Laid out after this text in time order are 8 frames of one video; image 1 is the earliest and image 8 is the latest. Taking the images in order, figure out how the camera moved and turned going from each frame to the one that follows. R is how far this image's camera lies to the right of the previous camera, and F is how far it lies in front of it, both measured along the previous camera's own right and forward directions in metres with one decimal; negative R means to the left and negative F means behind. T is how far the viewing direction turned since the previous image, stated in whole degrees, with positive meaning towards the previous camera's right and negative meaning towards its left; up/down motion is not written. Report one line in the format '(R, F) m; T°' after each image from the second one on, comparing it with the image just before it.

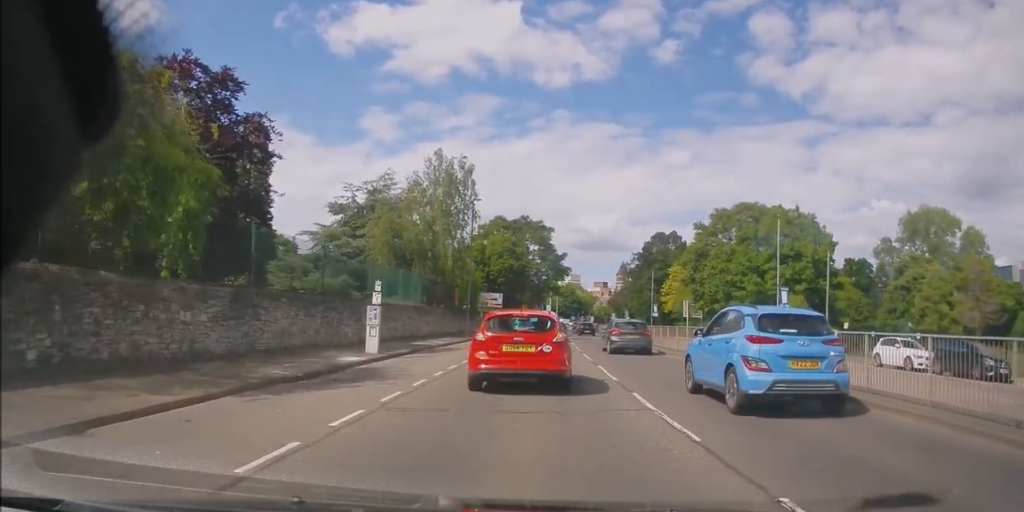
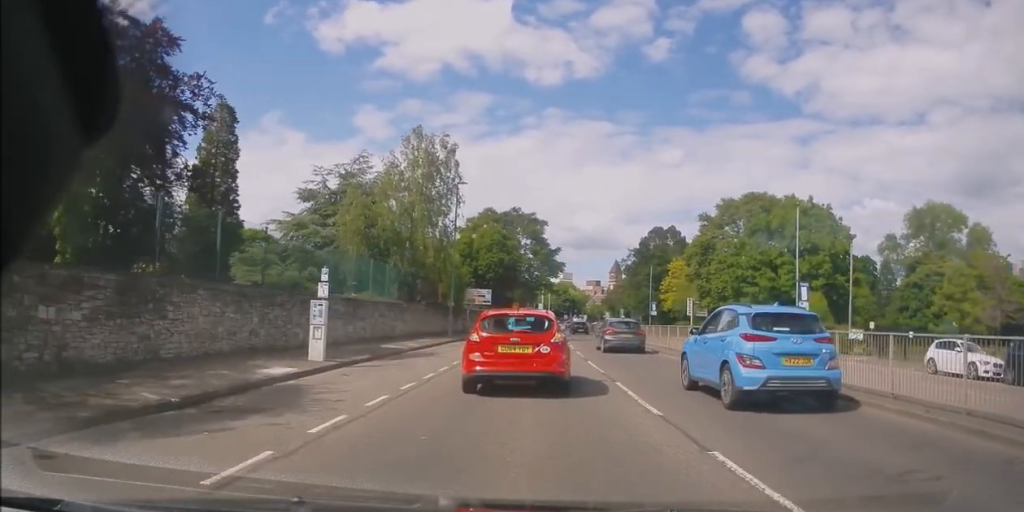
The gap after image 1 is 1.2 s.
(0.0, +5.2) m; 0°
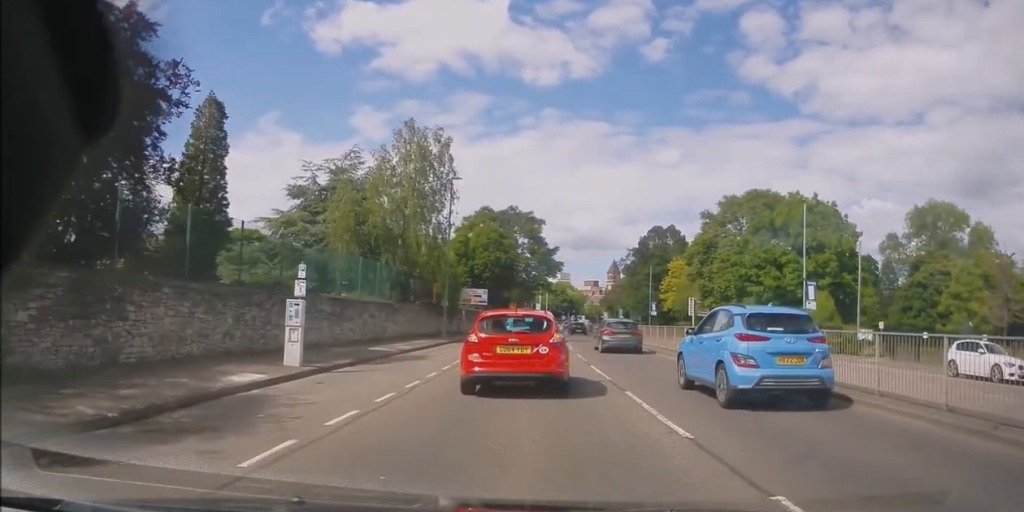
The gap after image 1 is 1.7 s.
(0.0, +1.6) m; 0°
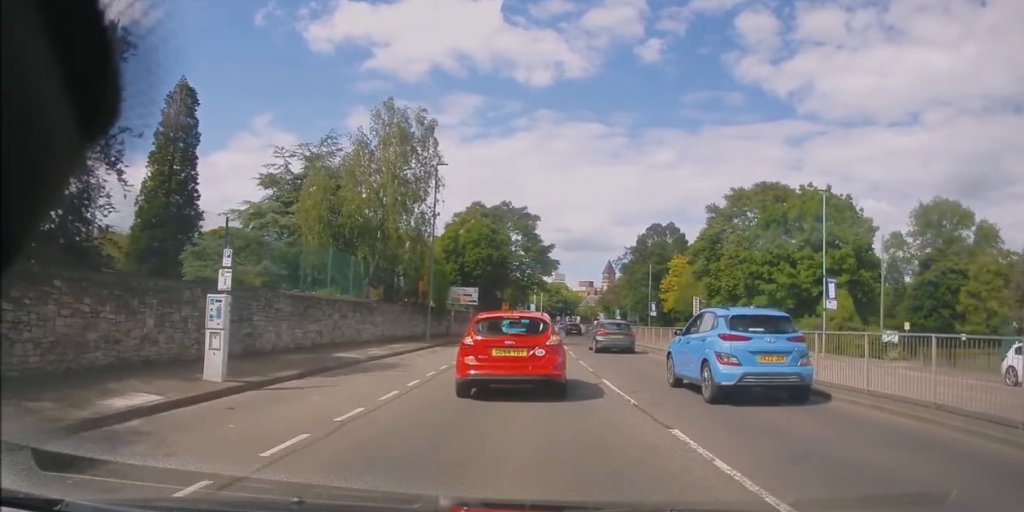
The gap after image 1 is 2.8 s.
(0.0, +3.8) m; +4°
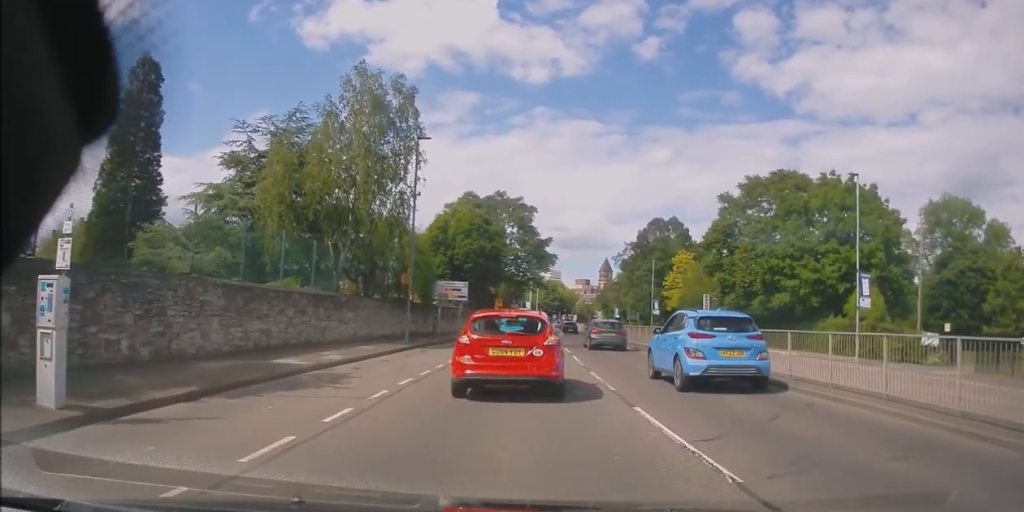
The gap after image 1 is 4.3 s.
(+0.3, +4.9) m; +2°
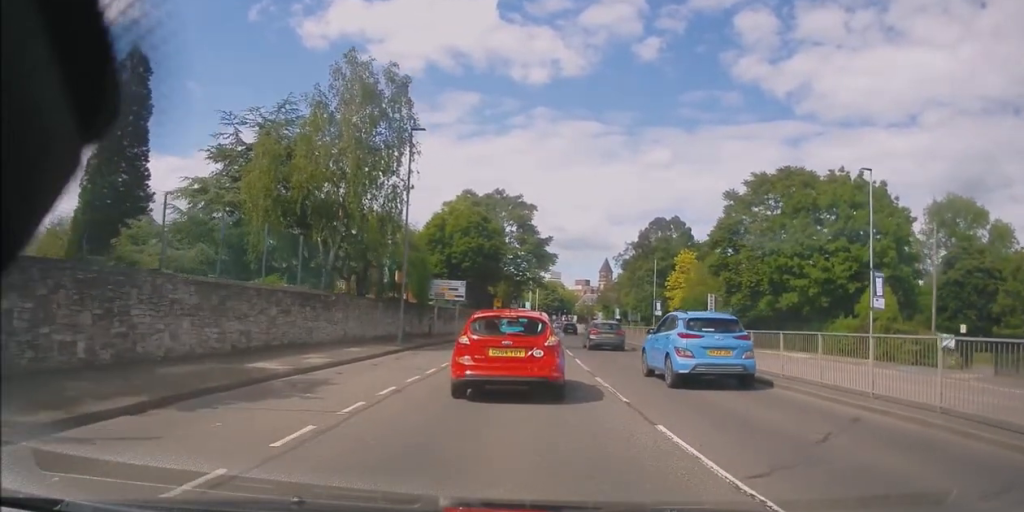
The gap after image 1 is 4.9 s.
(-0.1, +1.6) m; -3°
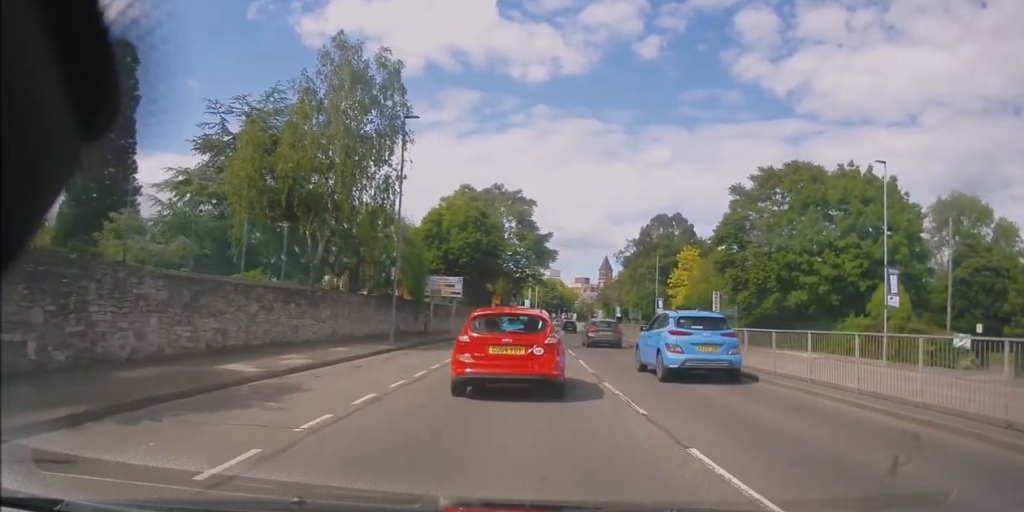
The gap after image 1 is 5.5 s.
(0.0, +1.5) m; -2°
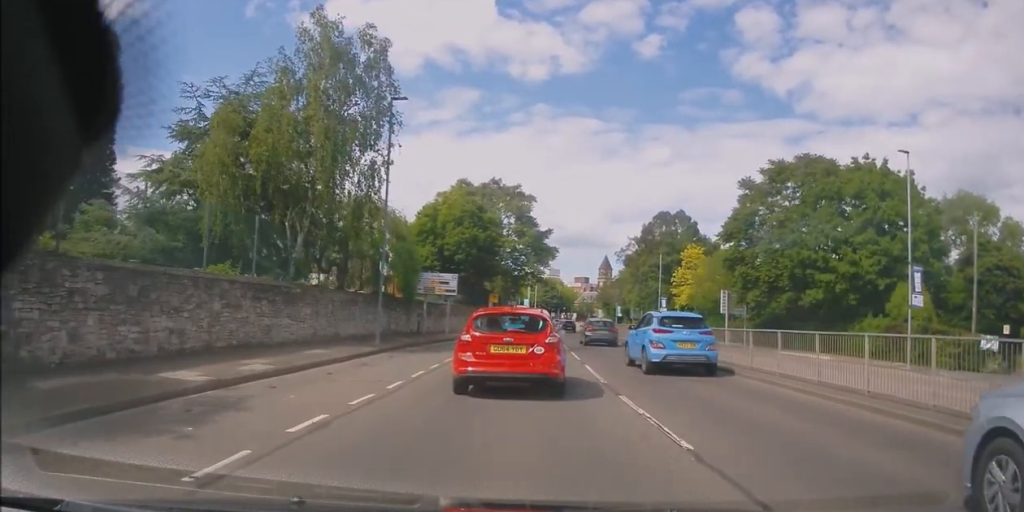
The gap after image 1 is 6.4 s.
(0.0, +2.4) m; 0°
